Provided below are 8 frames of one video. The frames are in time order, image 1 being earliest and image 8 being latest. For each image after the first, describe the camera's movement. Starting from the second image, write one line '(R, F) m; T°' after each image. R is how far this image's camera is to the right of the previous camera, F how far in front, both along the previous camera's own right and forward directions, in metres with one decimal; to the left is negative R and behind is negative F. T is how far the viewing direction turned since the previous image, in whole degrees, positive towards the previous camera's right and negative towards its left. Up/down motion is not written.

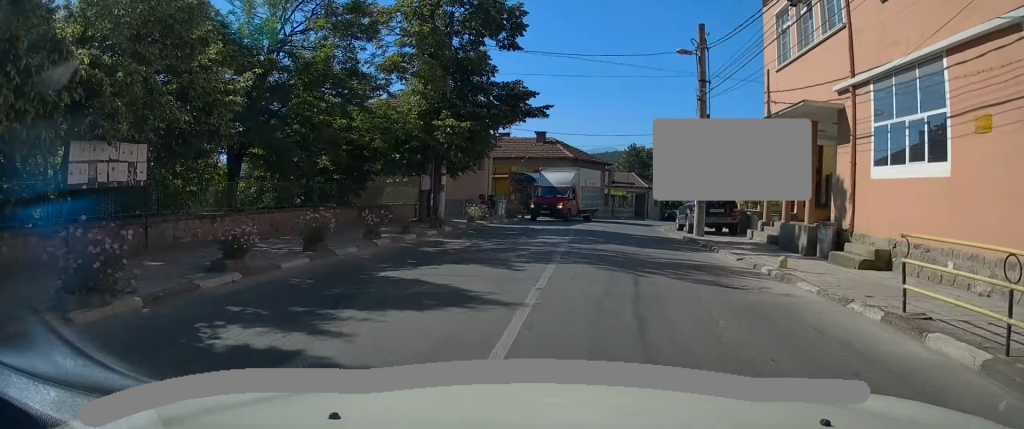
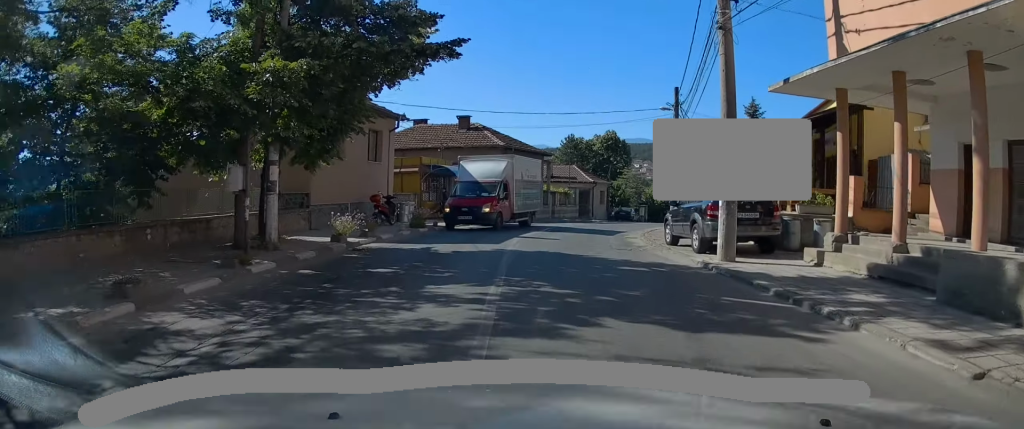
(+0.6, +9.1) m; +6°
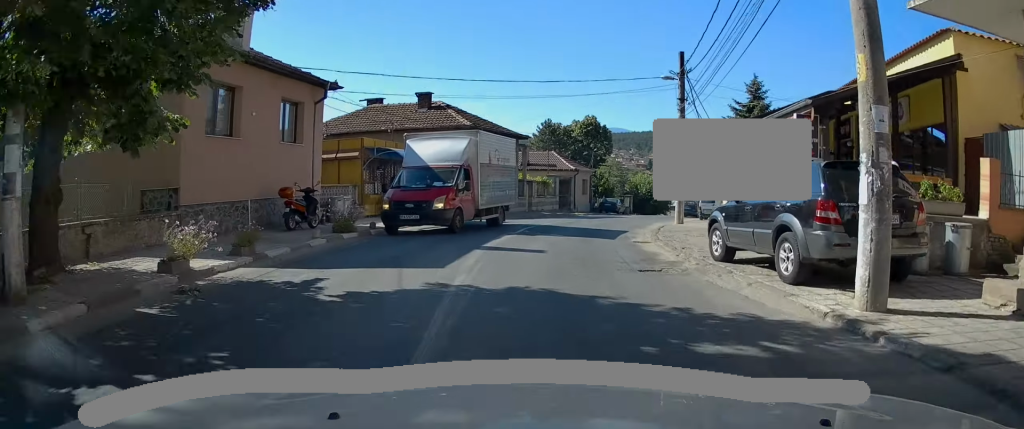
(+0.1, +6.1) m; +2°
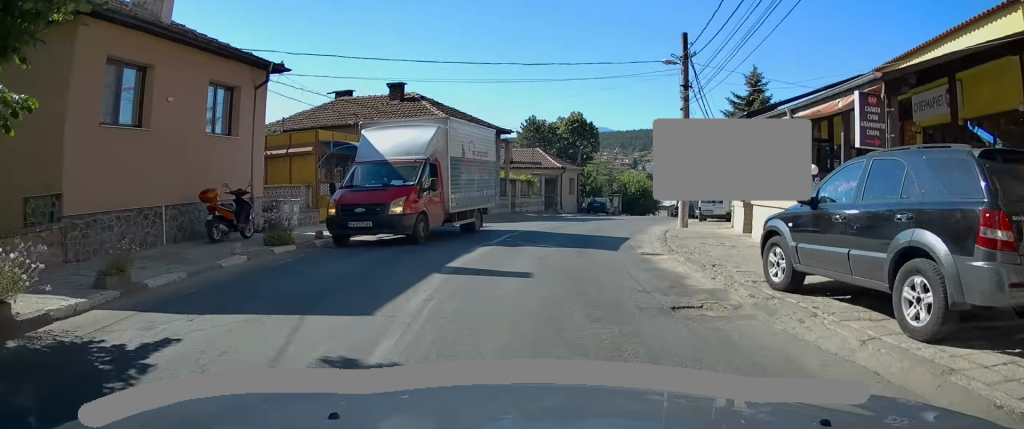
(-0.1, +3.2) m; +1°
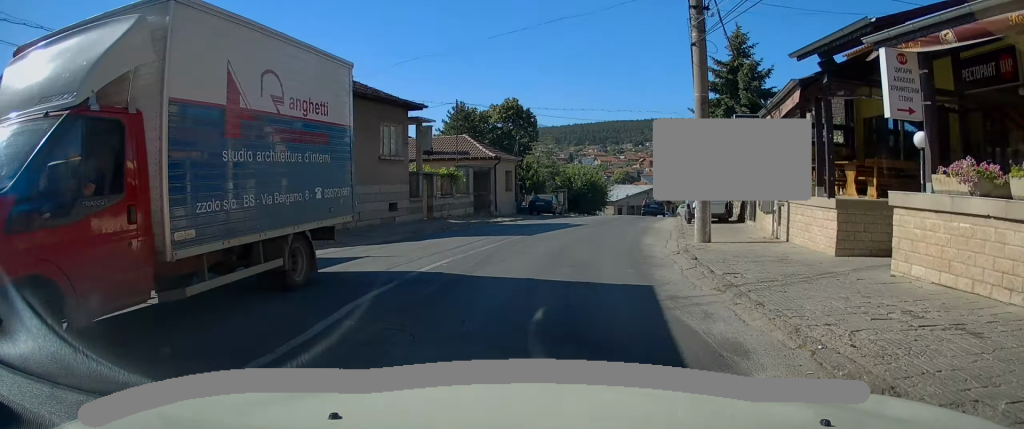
(+0.5, +9.5) m; +6°
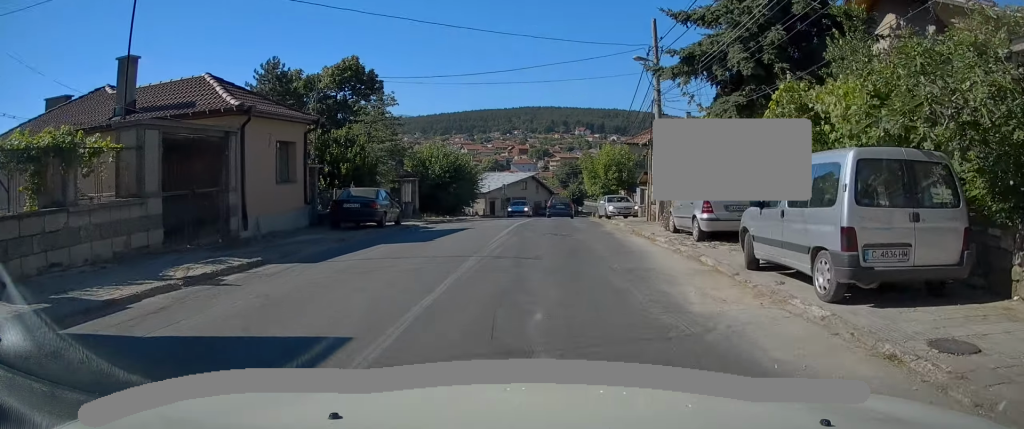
(+2.2, +19.7) m; +11°
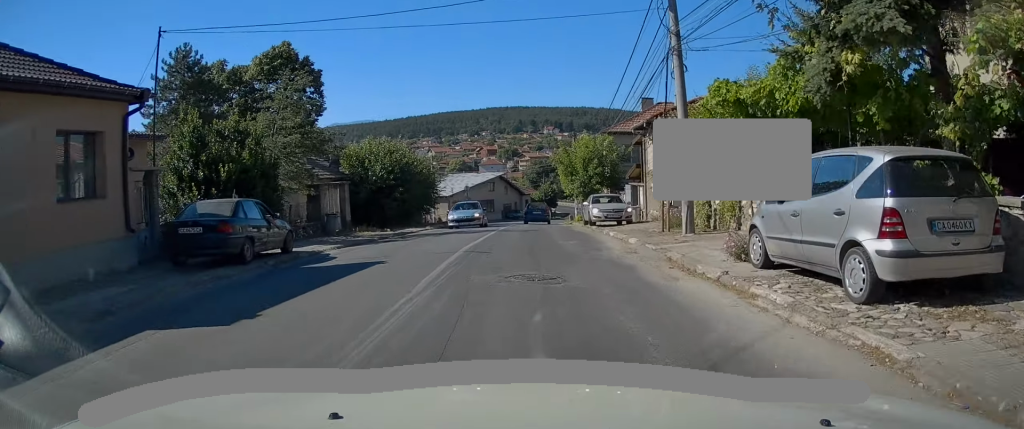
(+0.1, +8.1) m; +2°
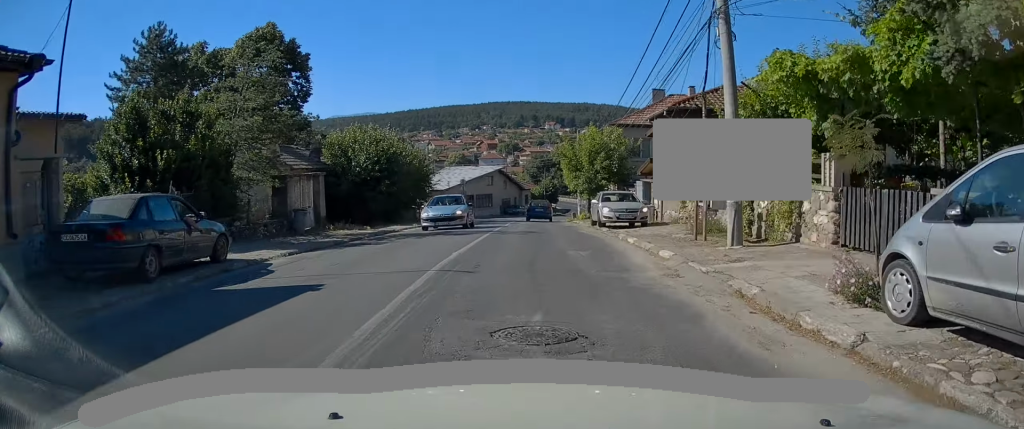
(-0.1, +3.4) m; +1°
